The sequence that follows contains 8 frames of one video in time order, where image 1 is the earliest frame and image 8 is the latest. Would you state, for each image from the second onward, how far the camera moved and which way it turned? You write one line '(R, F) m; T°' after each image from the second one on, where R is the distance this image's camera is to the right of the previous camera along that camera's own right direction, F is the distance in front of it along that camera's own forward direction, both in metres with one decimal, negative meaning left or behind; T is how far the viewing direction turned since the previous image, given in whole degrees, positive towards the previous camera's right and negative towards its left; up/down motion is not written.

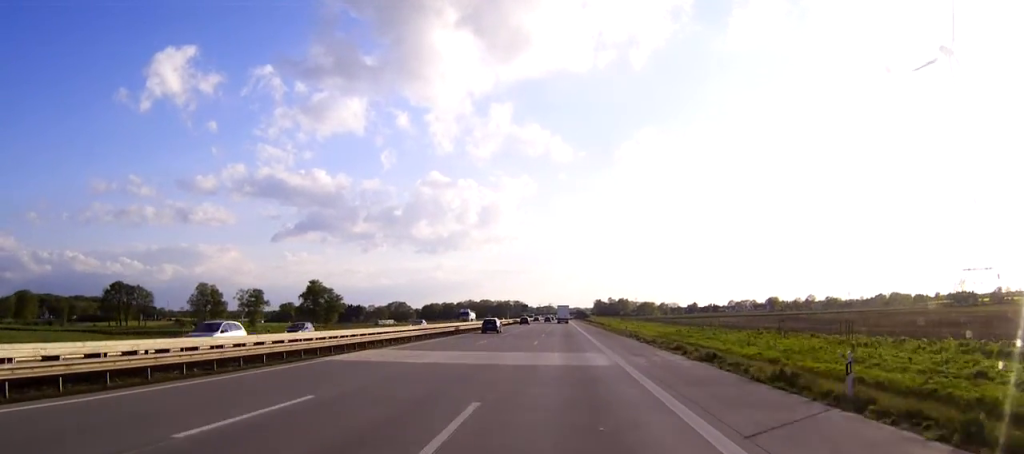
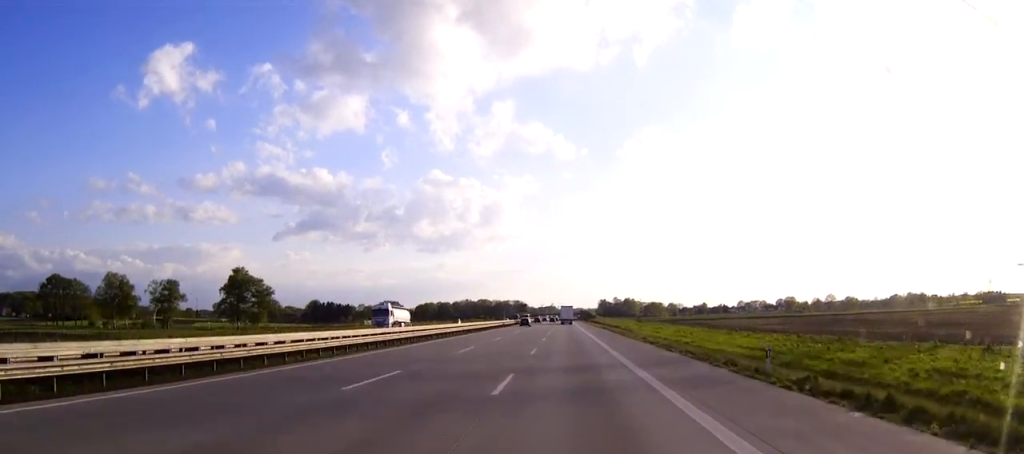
(0.0, +46.4) m; 0°
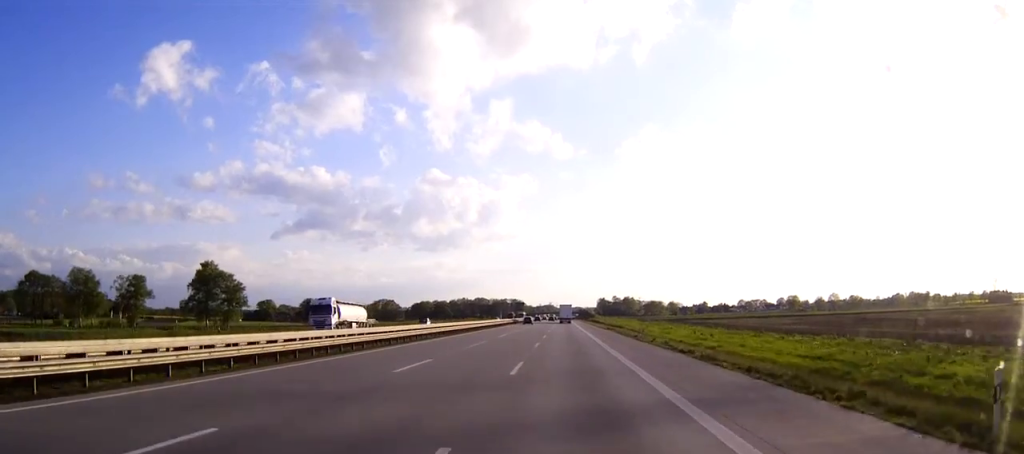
(0.0, +12.7) m; 0°
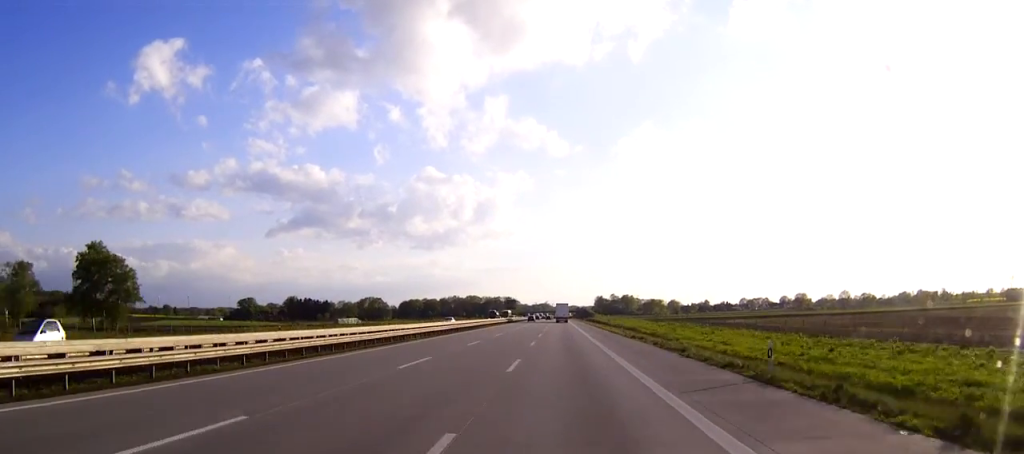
(0.0, +34.5) m; 0°
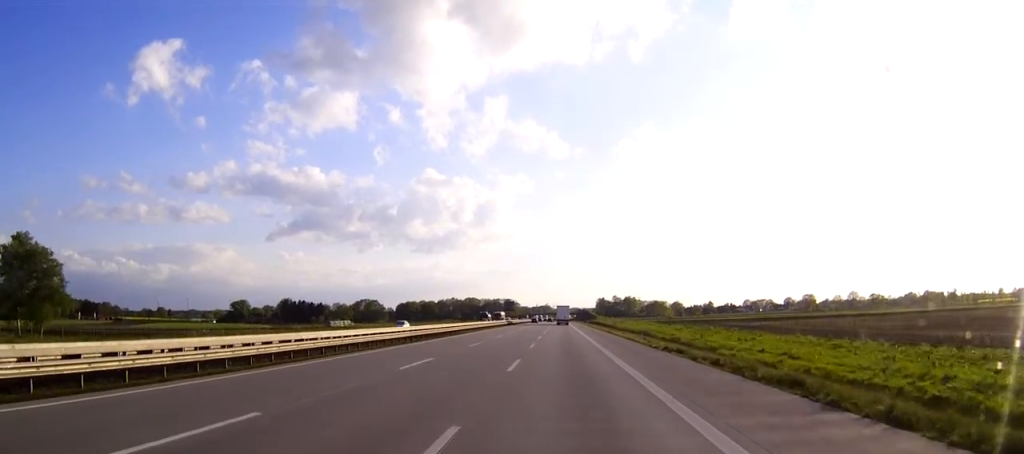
(0.0, +17.2) m; 0°
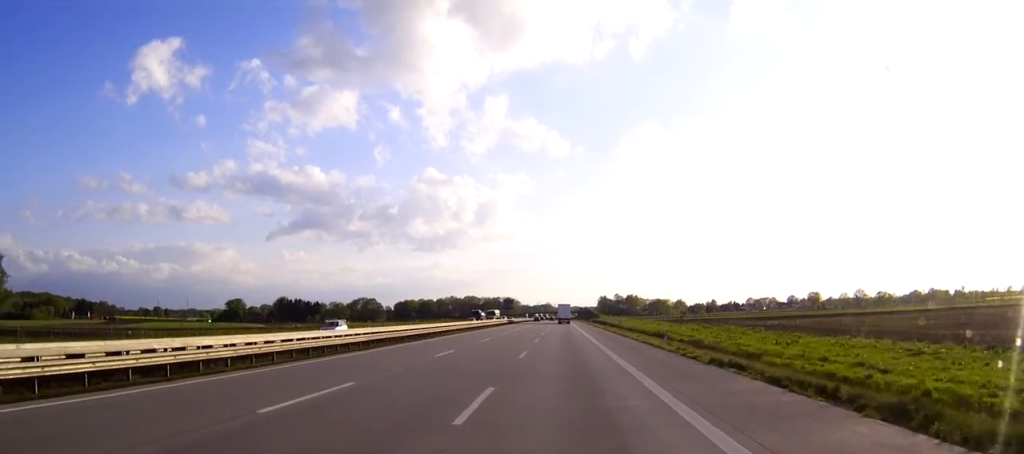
(0.0, +11.8) m; 0°
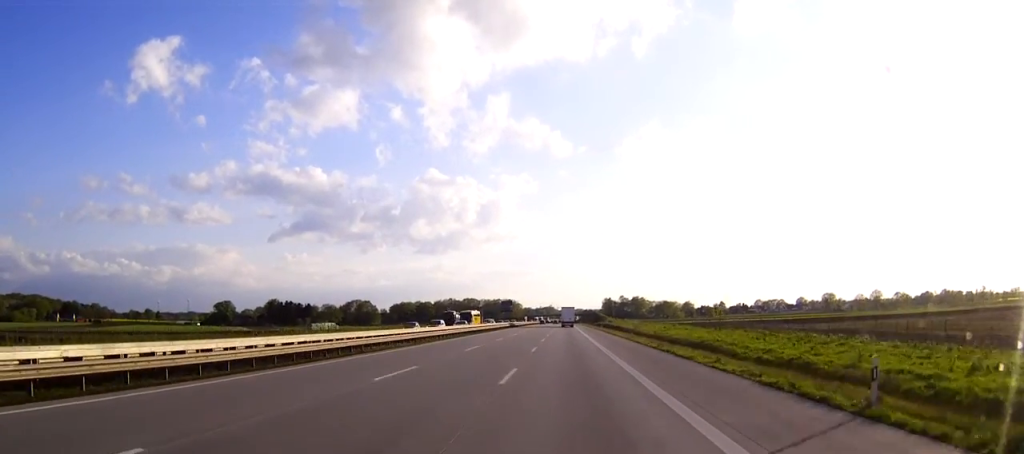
(0.0, +28.1) m; 0°
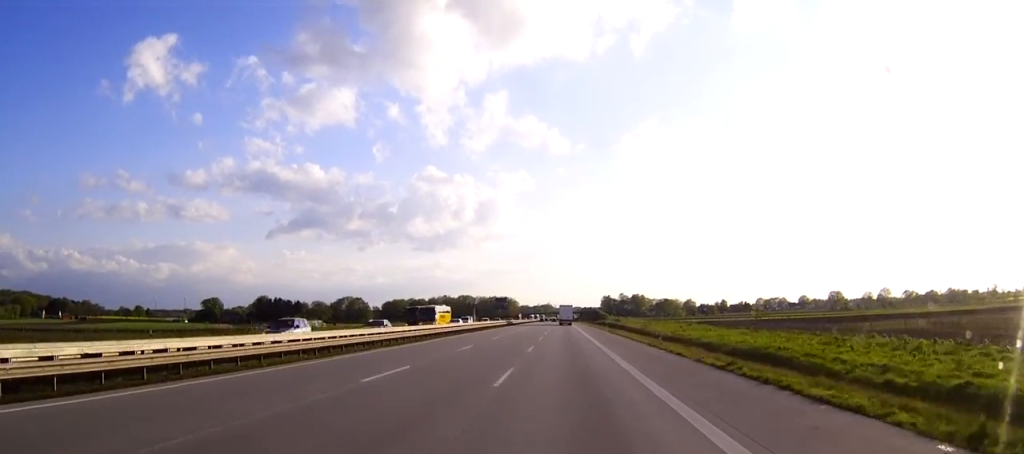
(0.0, +19.1) m; 0°
